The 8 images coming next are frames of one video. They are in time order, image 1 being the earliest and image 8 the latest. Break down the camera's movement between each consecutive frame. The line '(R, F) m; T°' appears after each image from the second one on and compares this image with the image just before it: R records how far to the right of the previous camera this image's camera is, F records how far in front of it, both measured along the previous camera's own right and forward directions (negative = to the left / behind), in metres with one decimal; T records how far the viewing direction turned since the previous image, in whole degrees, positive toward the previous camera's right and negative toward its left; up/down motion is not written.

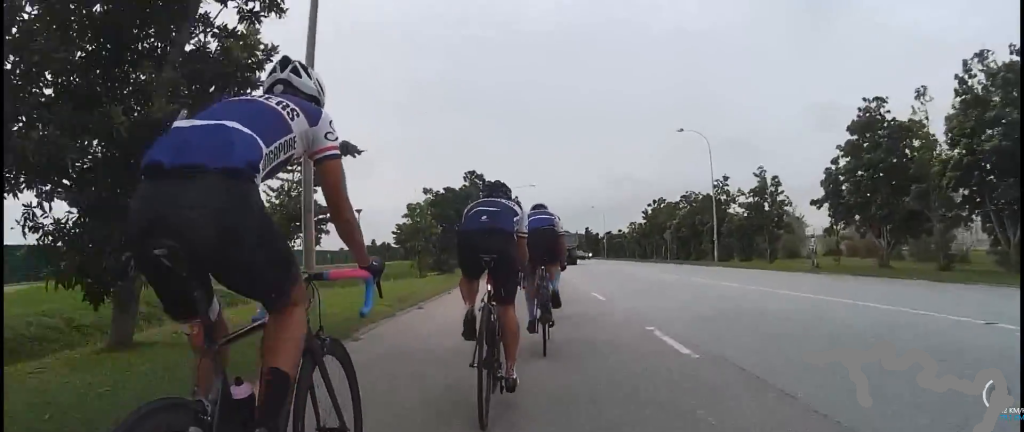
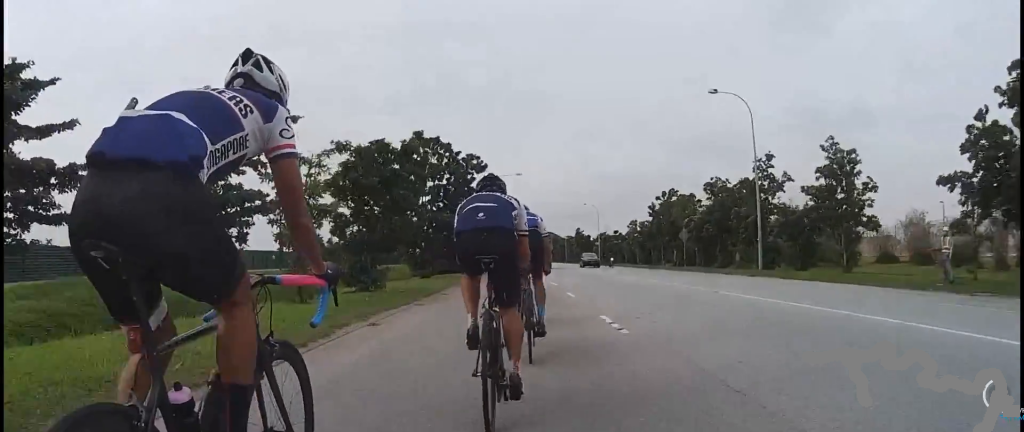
(+0.3, +10.7) m; -2°
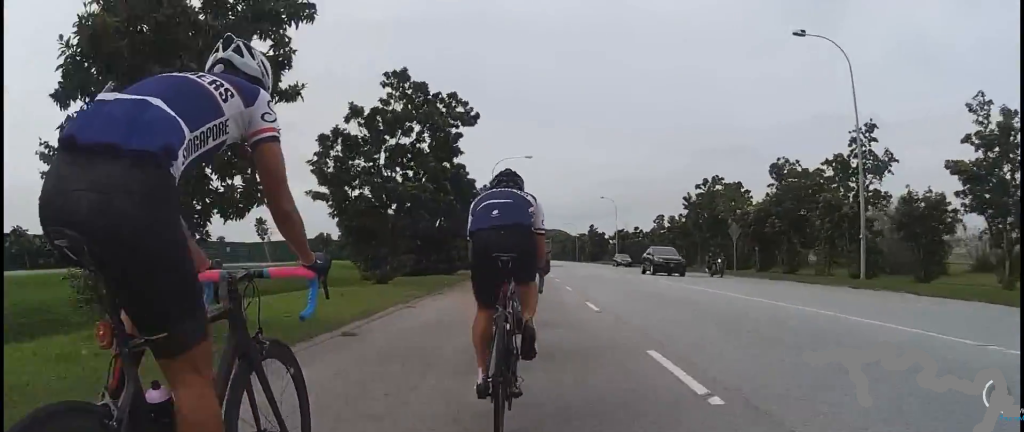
(-0.3, +9.9) m; 0°
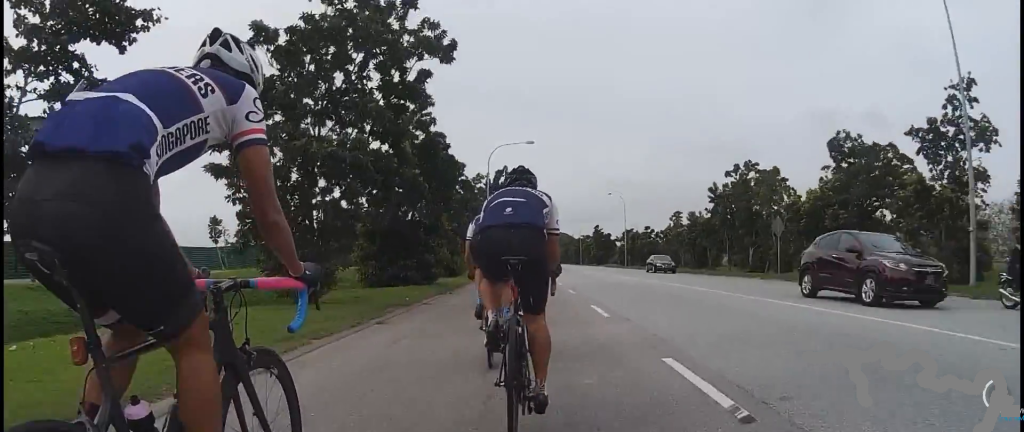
(-0.8, +6.5) m; +1°
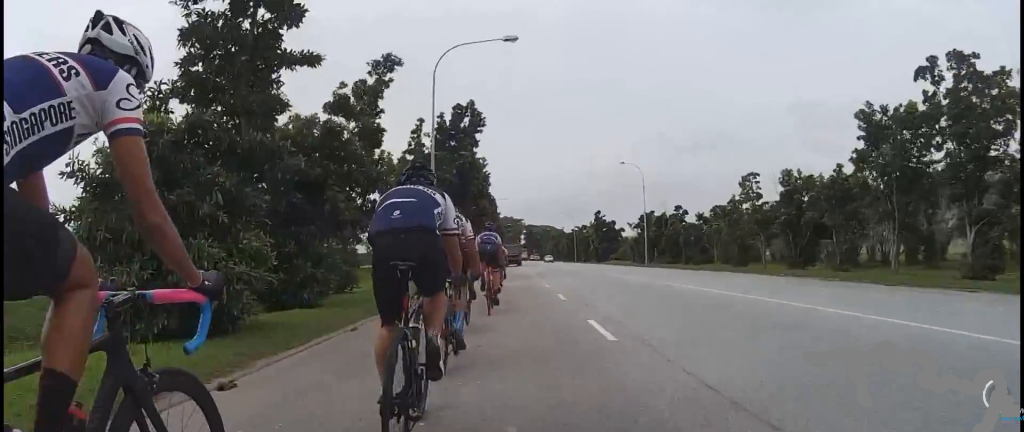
(+0.5, +21.0) m; -2°
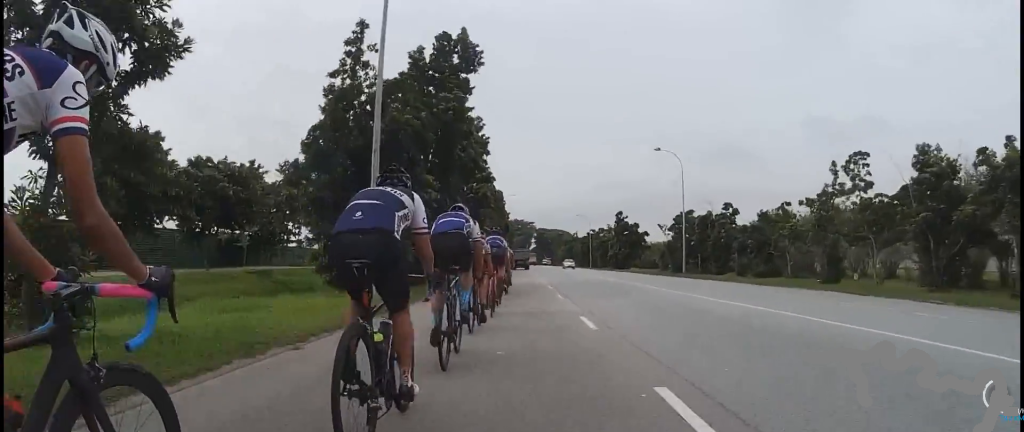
(+0.3, +10.6) m; +1°
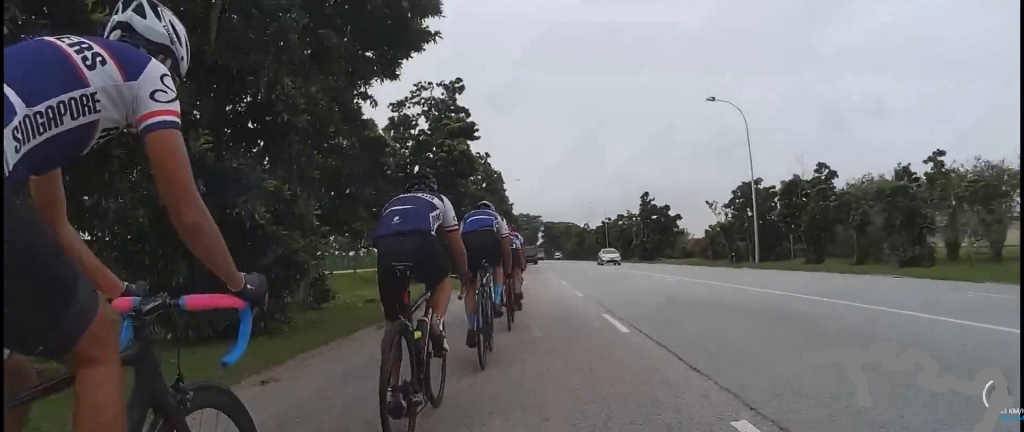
(0.0, +13.7) m; +1°
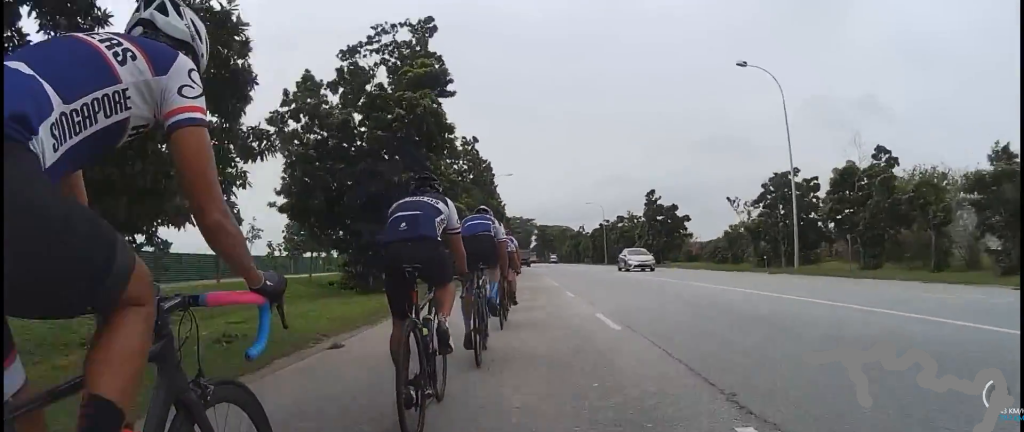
(0.0, +6.0) m; 0°
